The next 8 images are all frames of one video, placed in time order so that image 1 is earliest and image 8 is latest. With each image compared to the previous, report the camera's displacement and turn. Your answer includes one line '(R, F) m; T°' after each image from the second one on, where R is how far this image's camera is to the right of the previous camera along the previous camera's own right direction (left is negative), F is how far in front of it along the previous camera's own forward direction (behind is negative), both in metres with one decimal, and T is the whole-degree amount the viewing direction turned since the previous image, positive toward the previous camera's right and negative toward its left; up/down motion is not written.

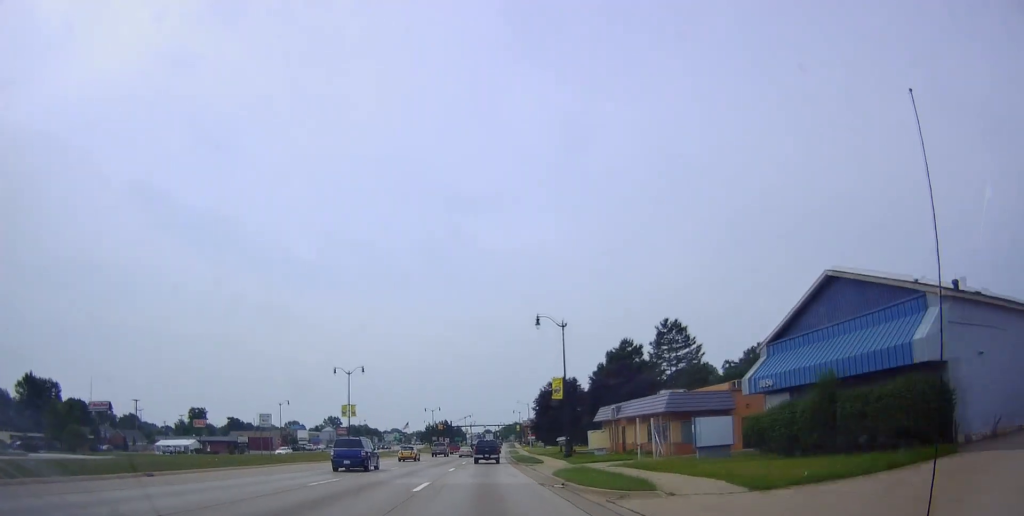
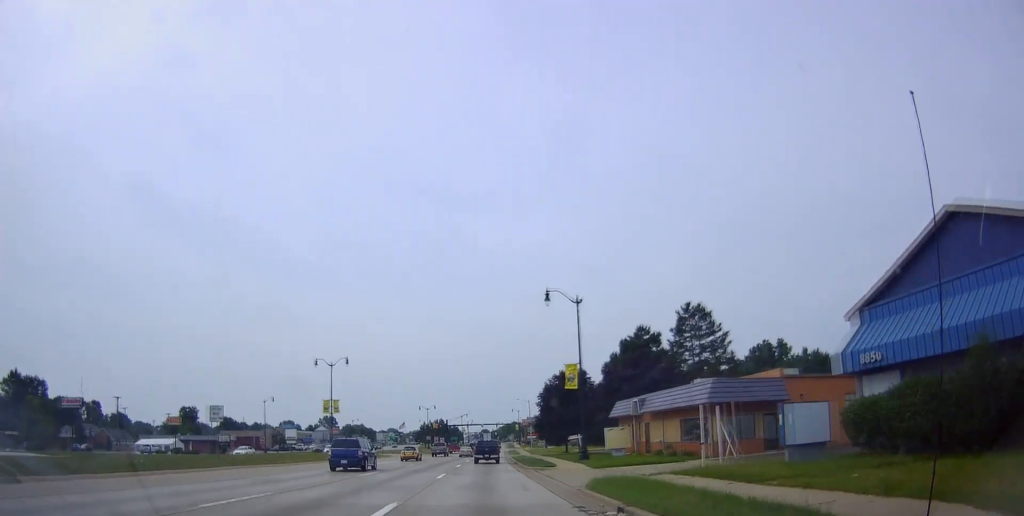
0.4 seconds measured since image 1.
(-0.3, +7.8) m; 0°
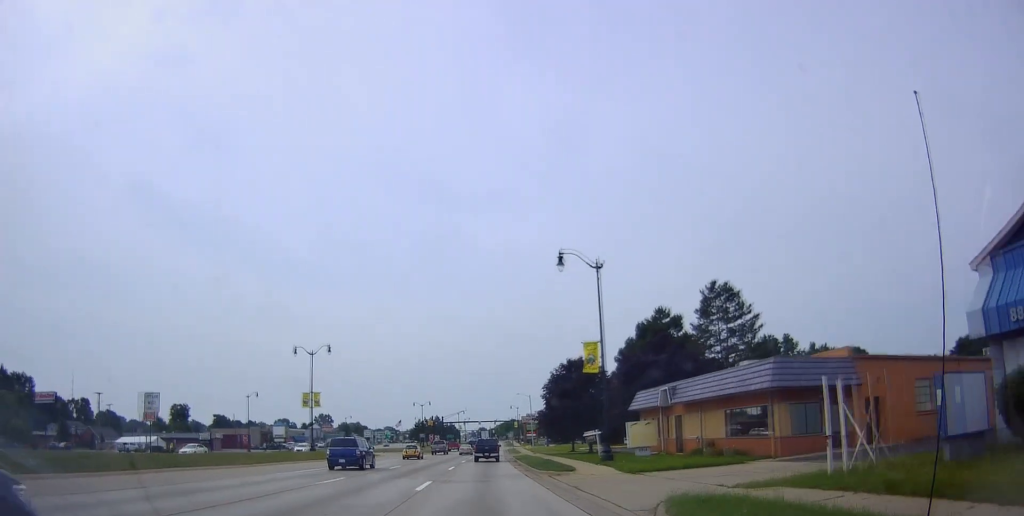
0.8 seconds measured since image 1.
(+0.1, +7.2) m; +1°
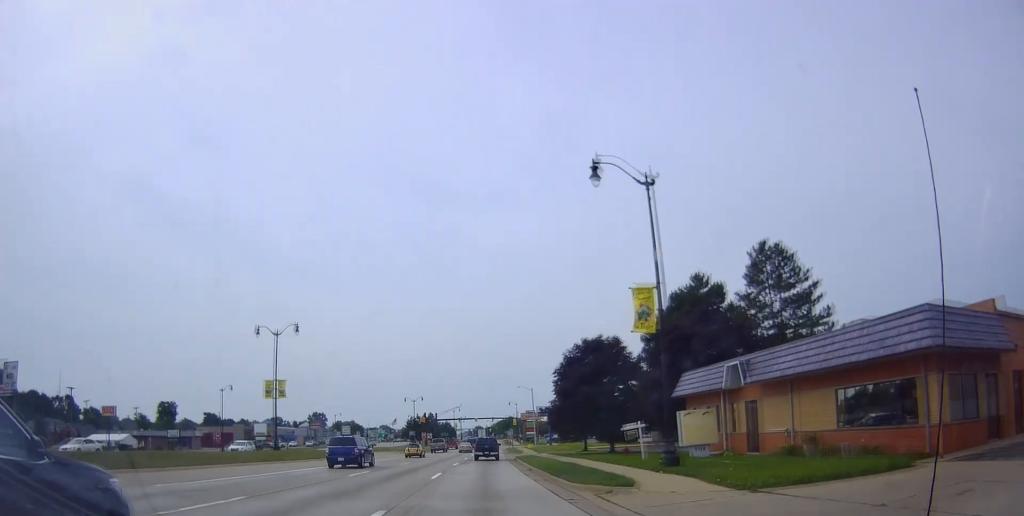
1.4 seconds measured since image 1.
(+0.3, +10.2) m; +1°
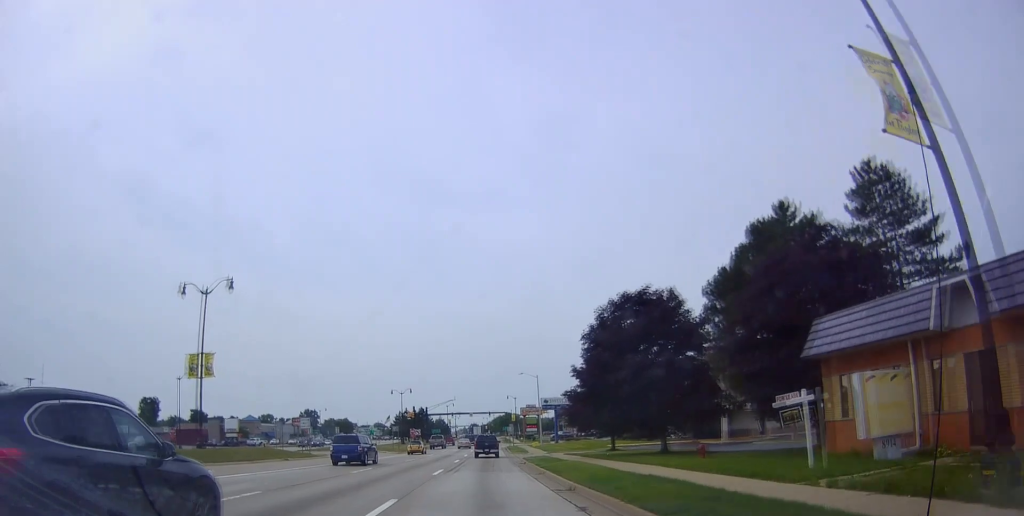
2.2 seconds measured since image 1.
(+0.1, +13.8) m; +2°
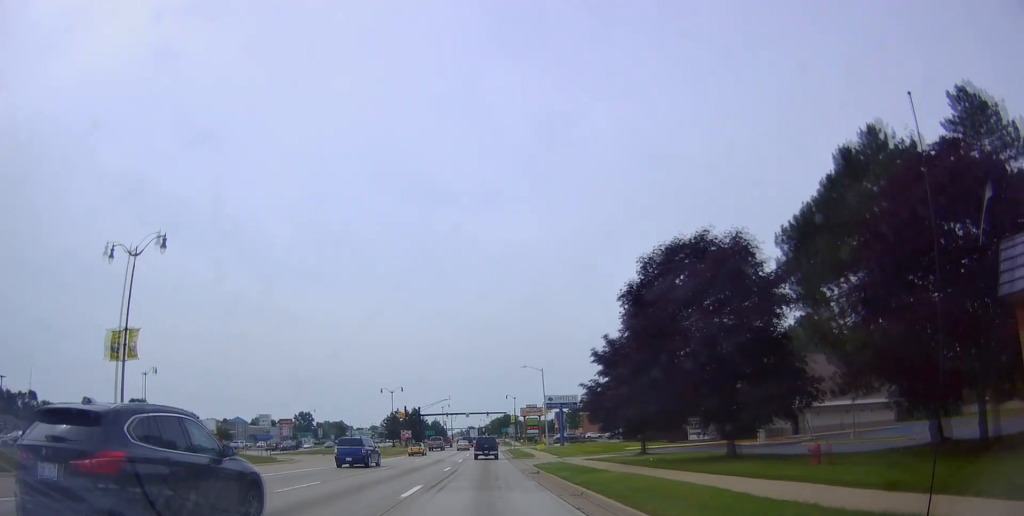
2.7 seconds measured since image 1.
(-0.1, +9.0) m; +1°
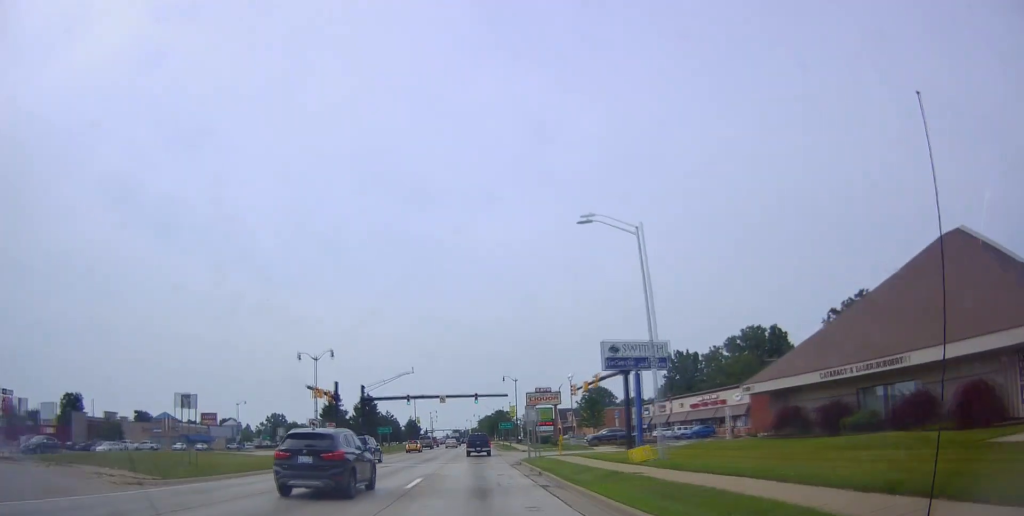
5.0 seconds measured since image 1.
(-0.1, +42.7) m; -1°
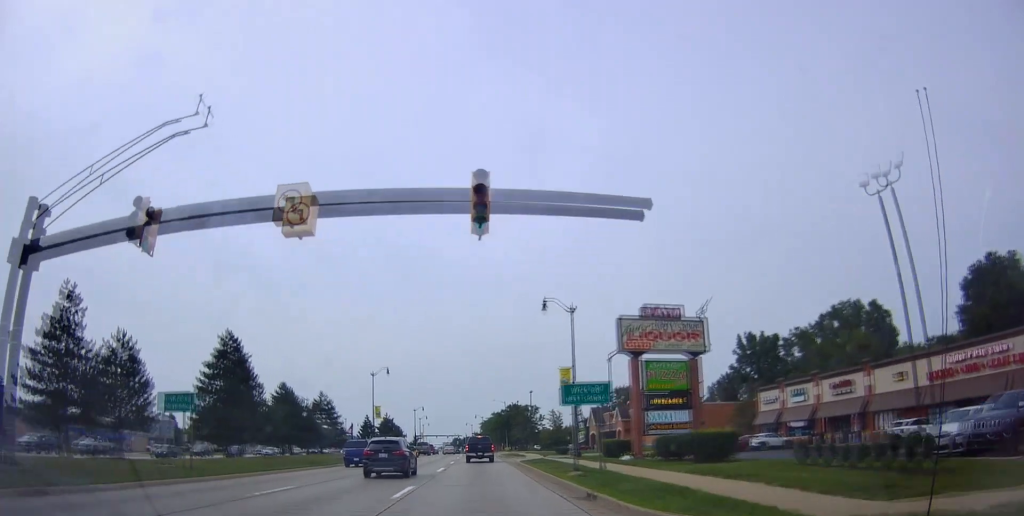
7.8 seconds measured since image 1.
(+0.9, +52.8) m; +1°
